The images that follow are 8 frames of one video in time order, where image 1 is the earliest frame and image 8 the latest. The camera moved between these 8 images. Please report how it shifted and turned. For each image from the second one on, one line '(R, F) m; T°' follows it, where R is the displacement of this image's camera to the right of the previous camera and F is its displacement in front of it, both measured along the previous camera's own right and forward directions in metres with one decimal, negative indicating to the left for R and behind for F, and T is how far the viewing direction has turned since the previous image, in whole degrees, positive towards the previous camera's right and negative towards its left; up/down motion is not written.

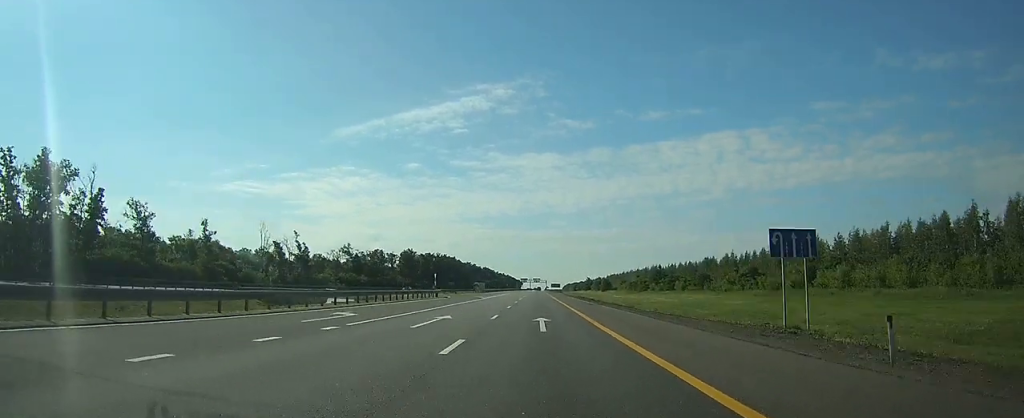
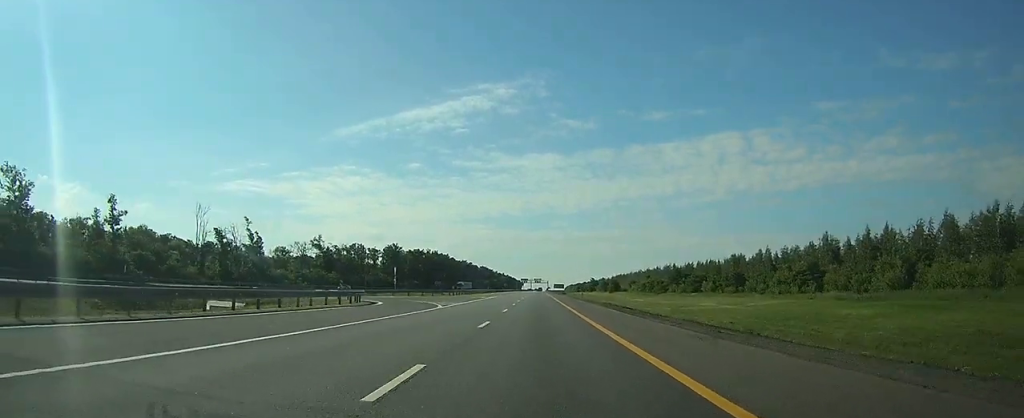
(-0.1, +28.9) m; 0°
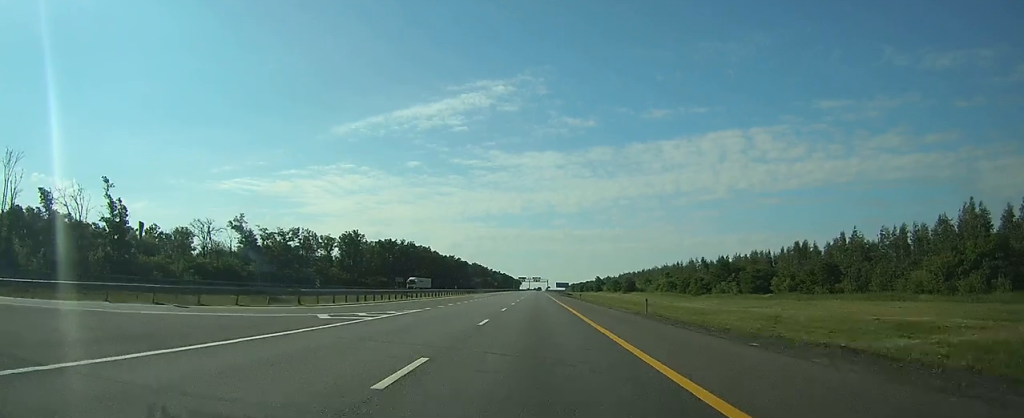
(-0.1, +47.8) m; 0°
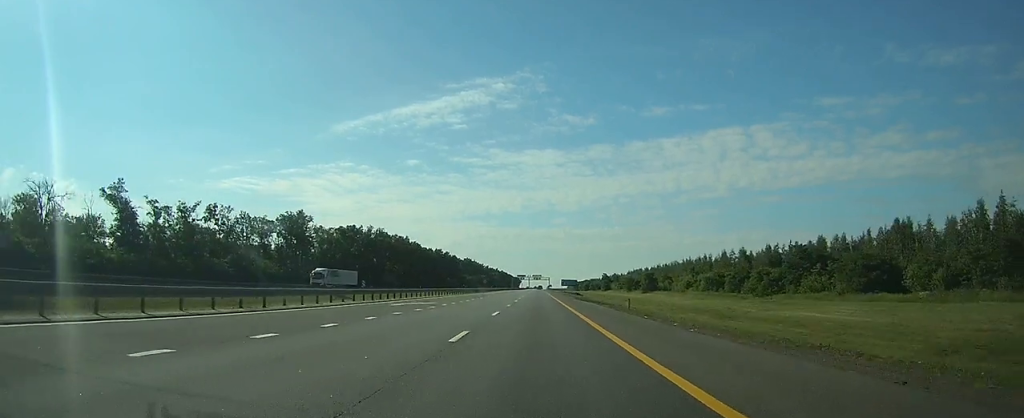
(0.0, +42.3) m; 0°
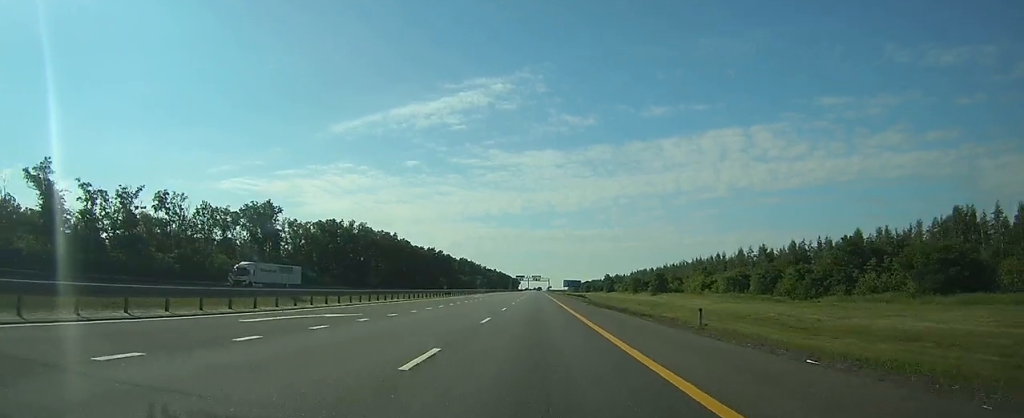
(0.0, +16.7) m; 0°
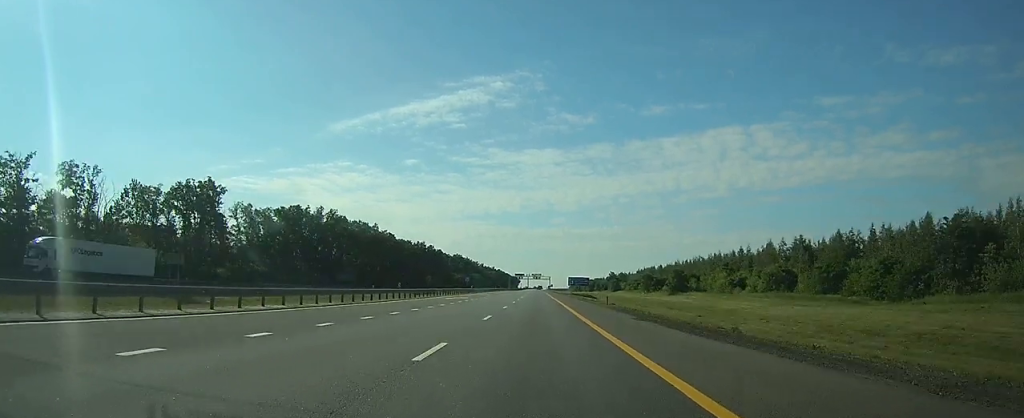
(+0.1, +23.4) m; 0°
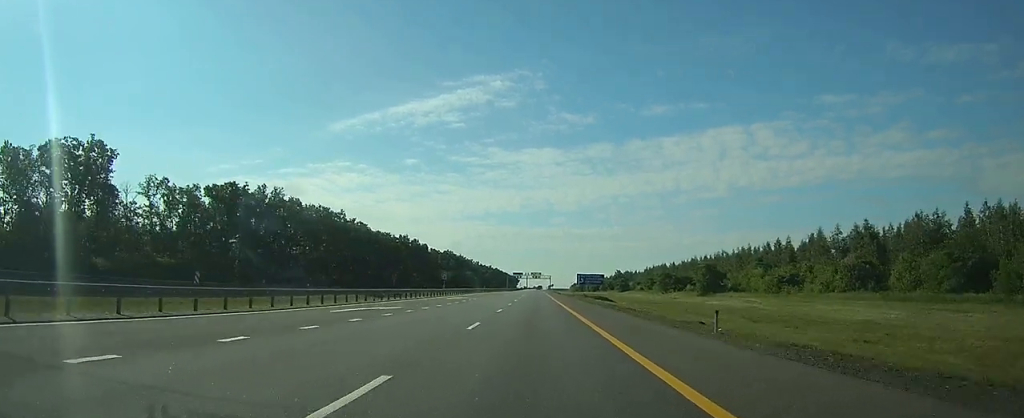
(0.0, +28.9) m; 0°
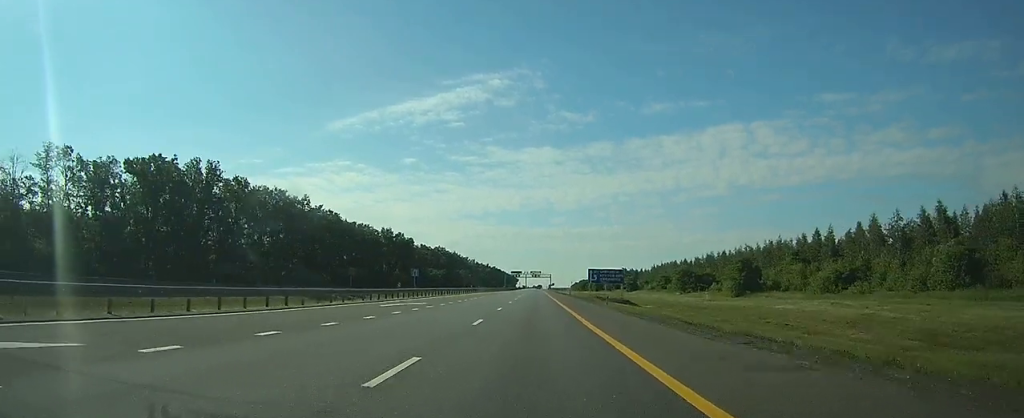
(0.0, +22.3) m; 0°
